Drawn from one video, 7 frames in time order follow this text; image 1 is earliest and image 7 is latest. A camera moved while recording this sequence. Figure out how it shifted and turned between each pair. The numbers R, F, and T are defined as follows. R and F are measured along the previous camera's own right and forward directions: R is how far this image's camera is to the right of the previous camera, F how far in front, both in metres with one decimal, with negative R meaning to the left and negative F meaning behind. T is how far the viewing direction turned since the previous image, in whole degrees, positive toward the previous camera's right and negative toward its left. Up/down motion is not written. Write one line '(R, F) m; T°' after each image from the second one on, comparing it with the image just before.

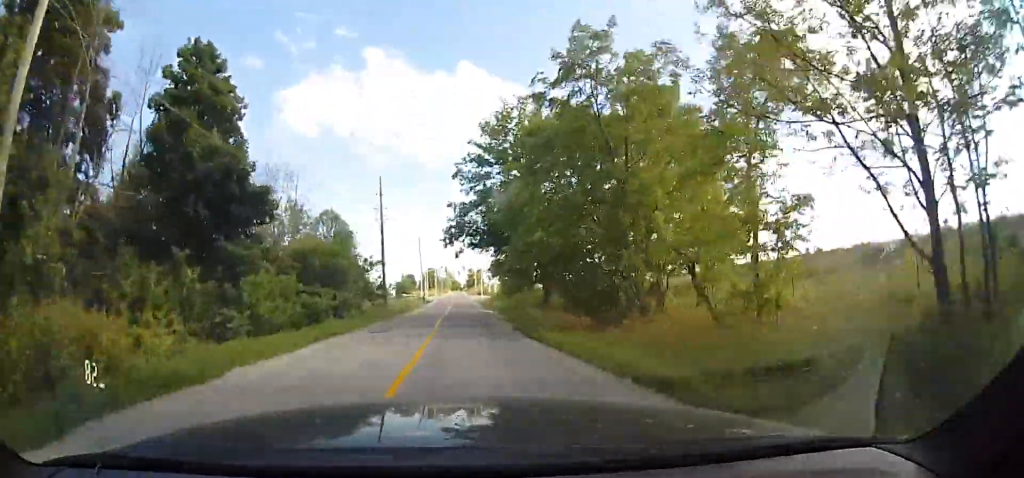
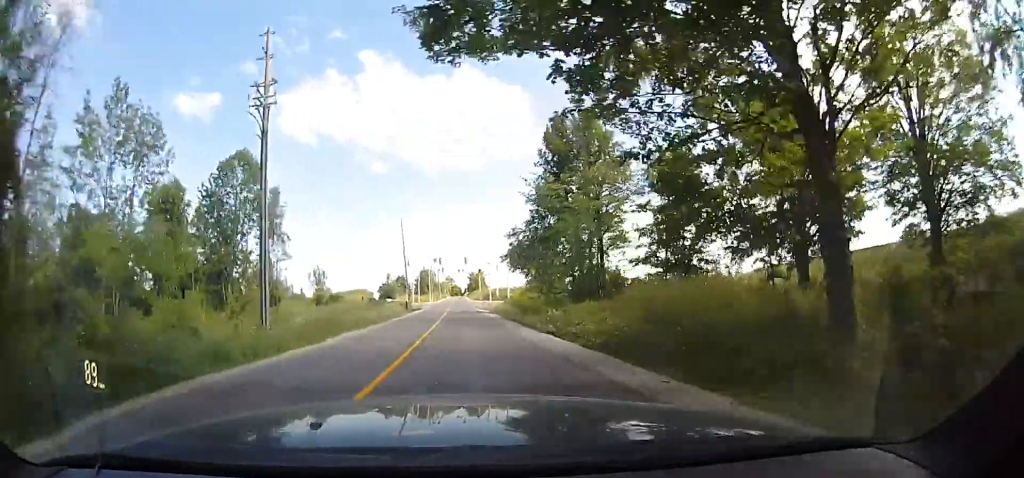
(-0.3, +23.7) m; -2°
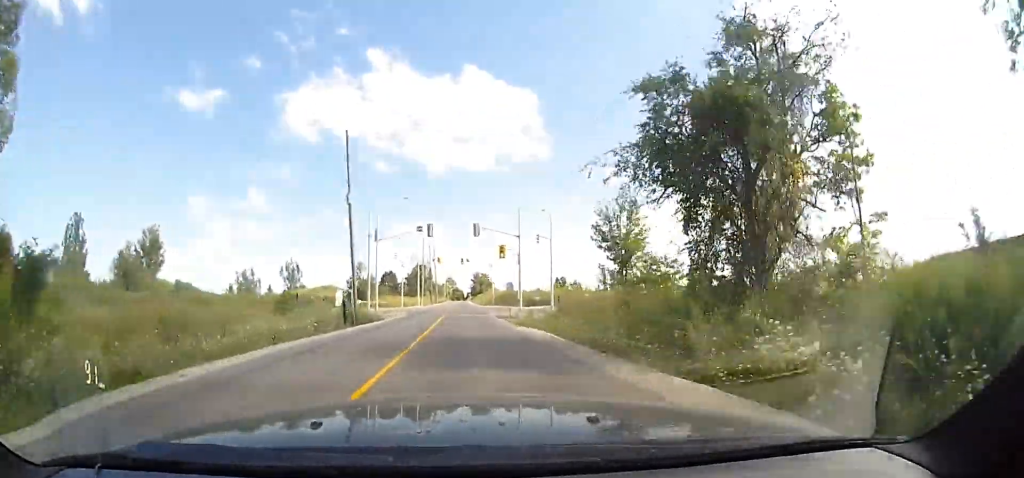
(-0.6, +31.9) m; -1°
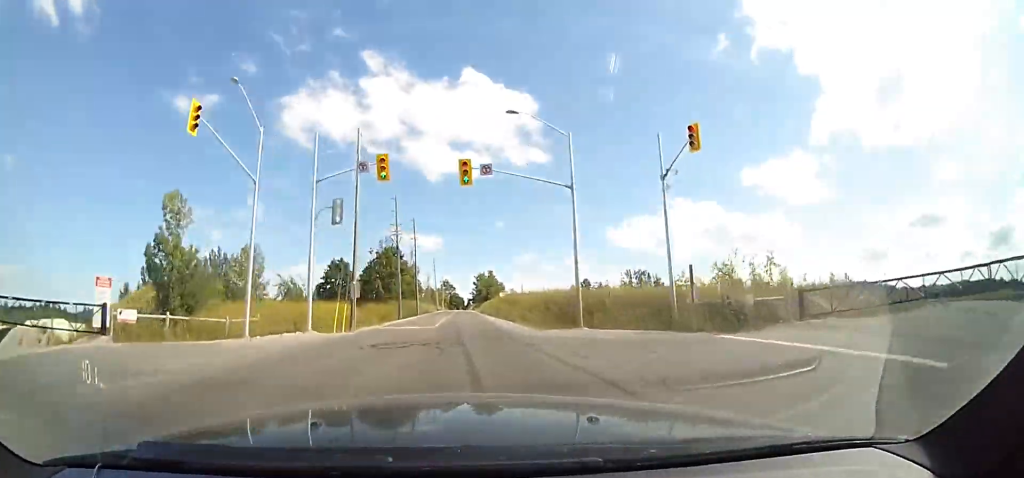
(+0.1, +51.1) m; -1°
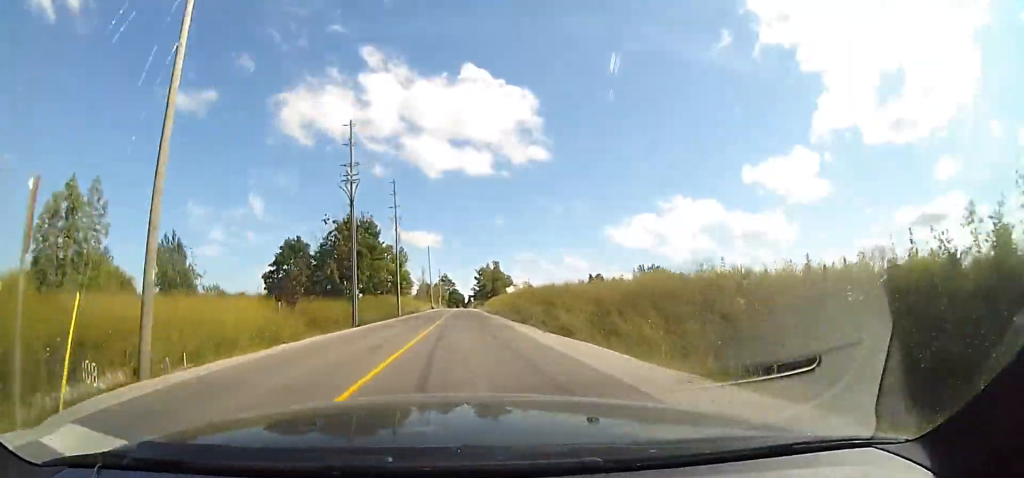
(-0.3, +20.0) m; 0°
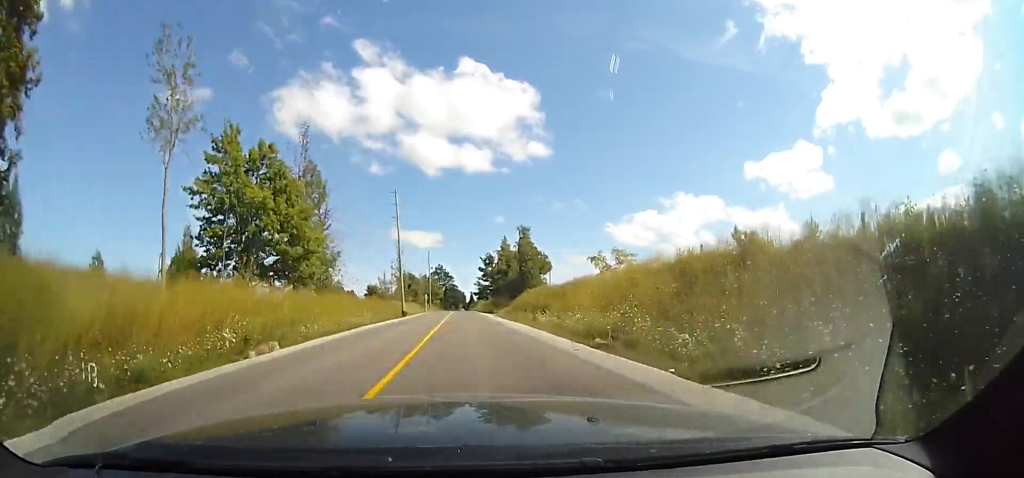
(+0.3, +46.3) m; +2°
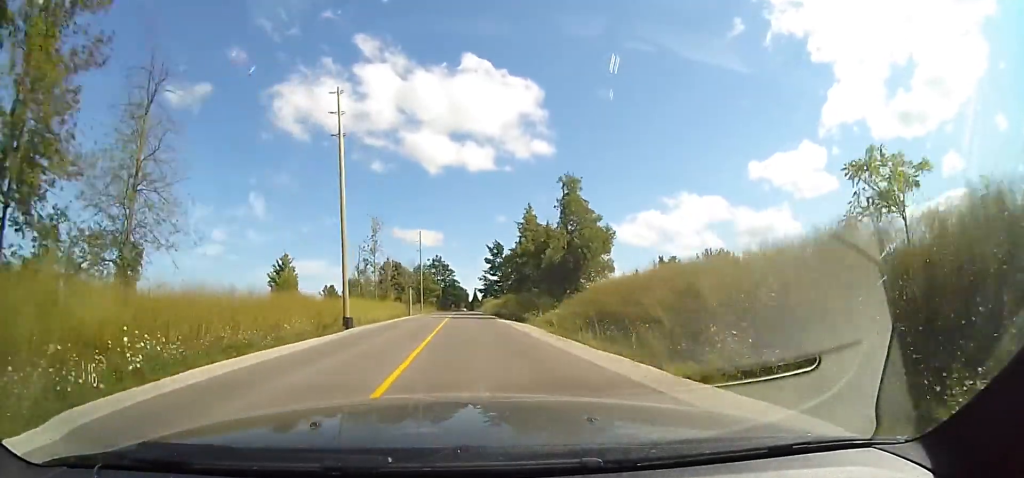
(+0.5, +23.0) m; 0°
